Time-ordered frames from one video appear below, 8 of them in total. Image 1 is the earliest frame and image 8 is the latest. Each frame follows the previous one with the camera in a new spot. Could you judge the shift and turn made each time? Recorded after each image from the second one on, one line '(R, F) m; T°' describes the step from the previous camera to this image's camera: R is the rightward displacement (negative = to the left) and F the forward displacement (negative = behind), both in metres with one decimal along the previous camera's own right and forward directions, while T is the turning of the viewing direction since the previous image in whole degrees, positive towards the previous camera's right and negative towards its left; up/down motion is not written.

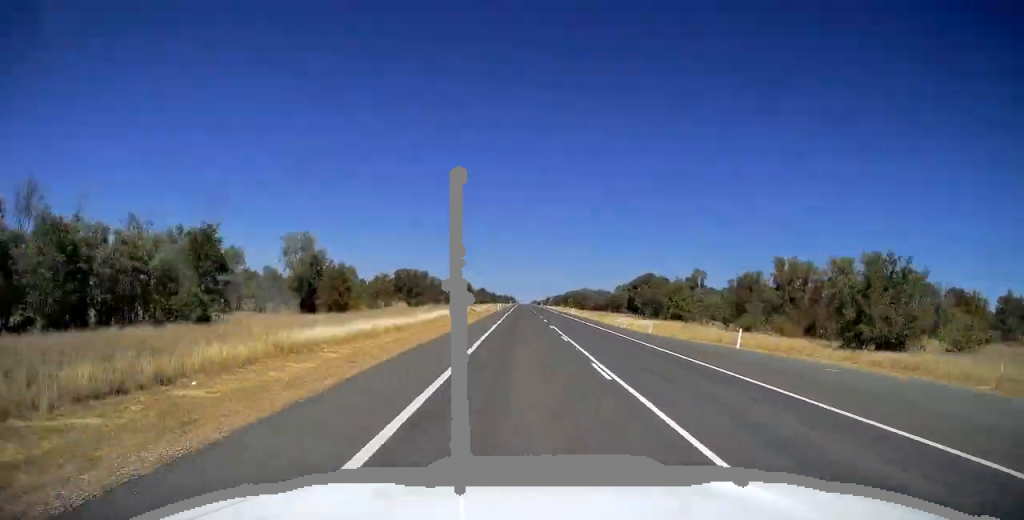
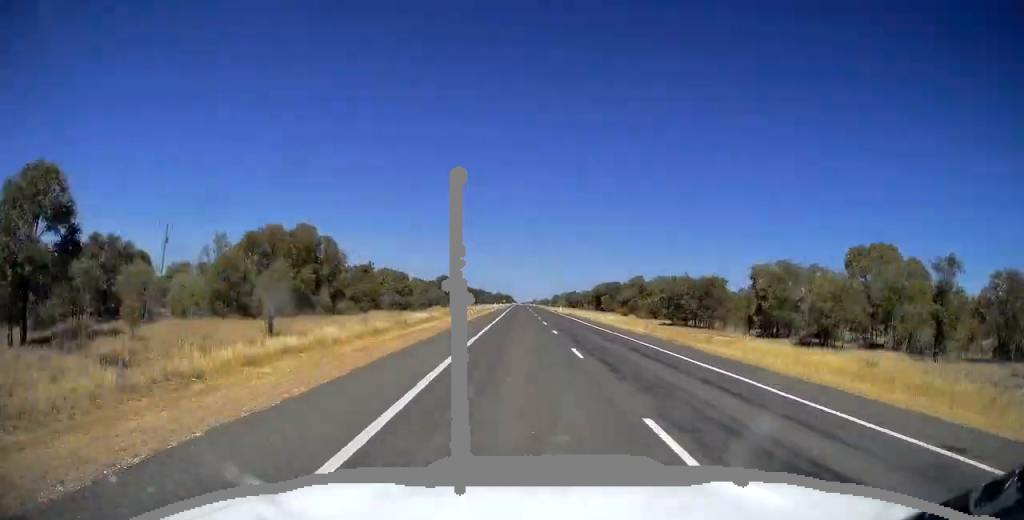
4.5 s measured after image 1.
(+1.1, +125.7) m; +1°
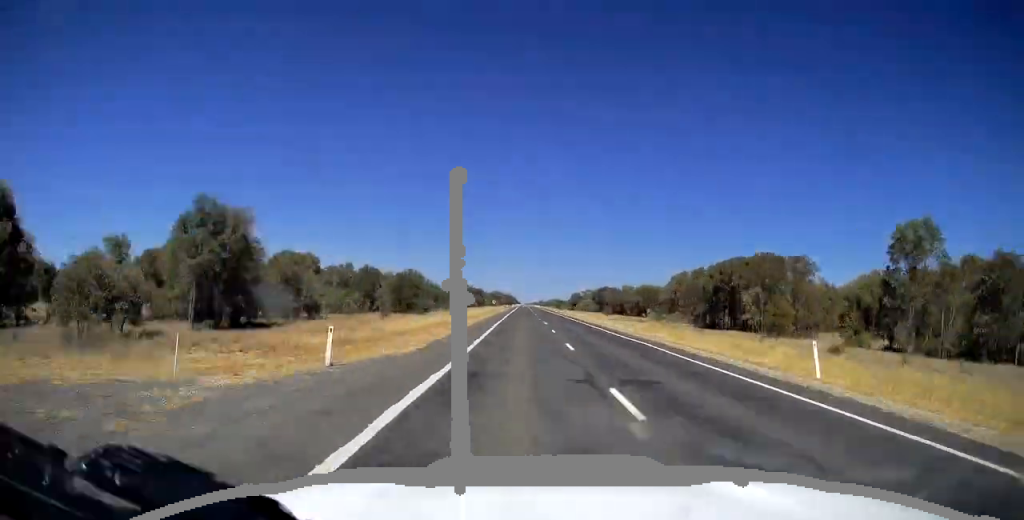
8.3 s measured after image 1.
(0.0, +107.6) m; 0°
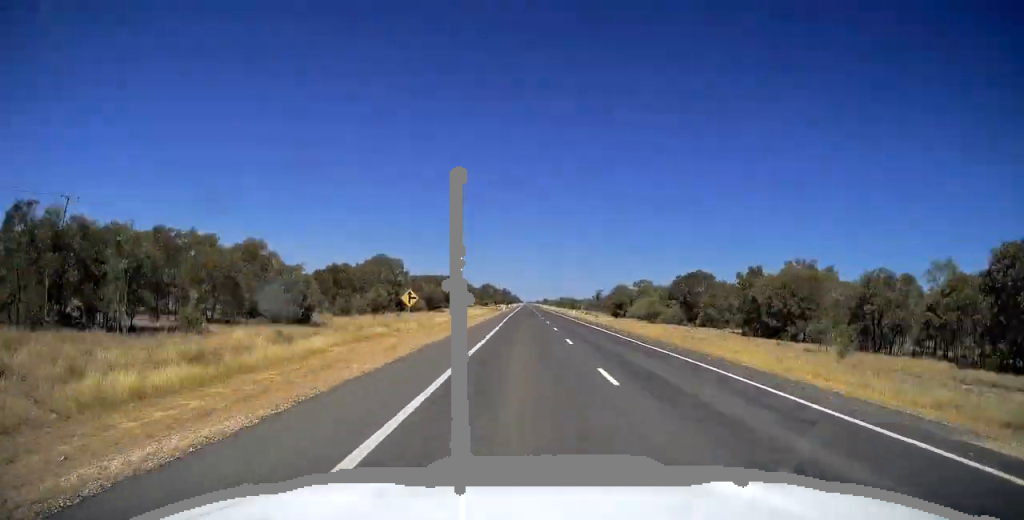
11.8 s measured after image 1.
(0.0, +98.7) m; 0°
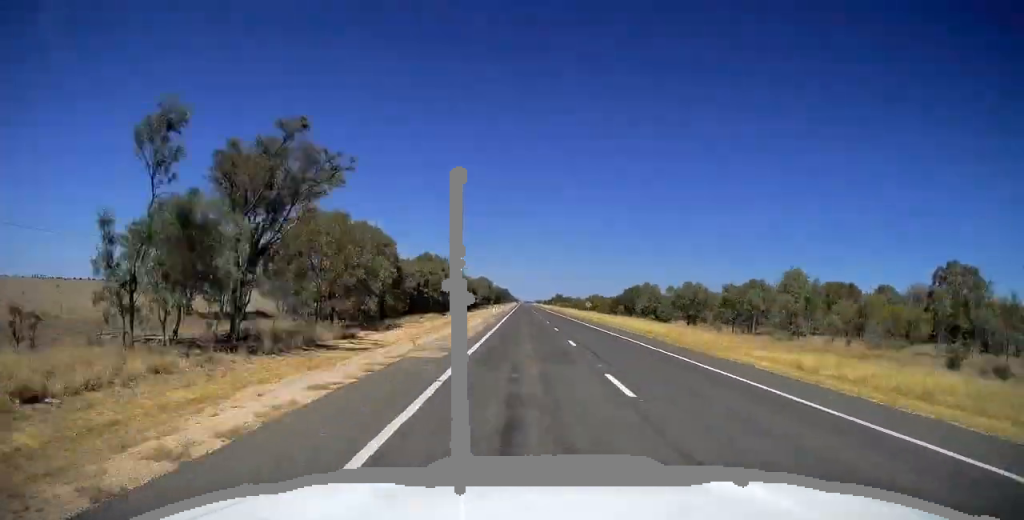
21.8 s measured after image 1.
(-0.2, +277.8) m; 0°
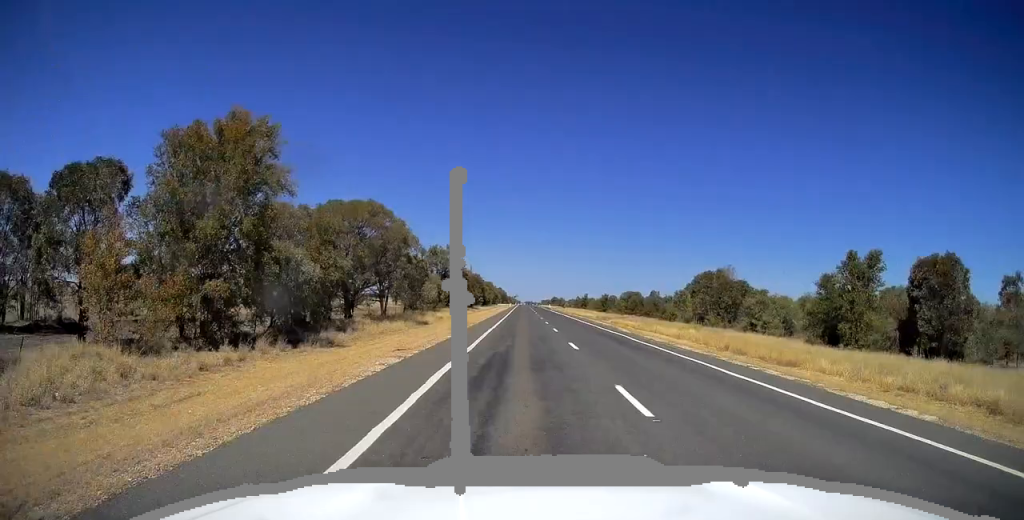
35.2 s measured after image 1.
(-0.2, +376.0) m; 0°
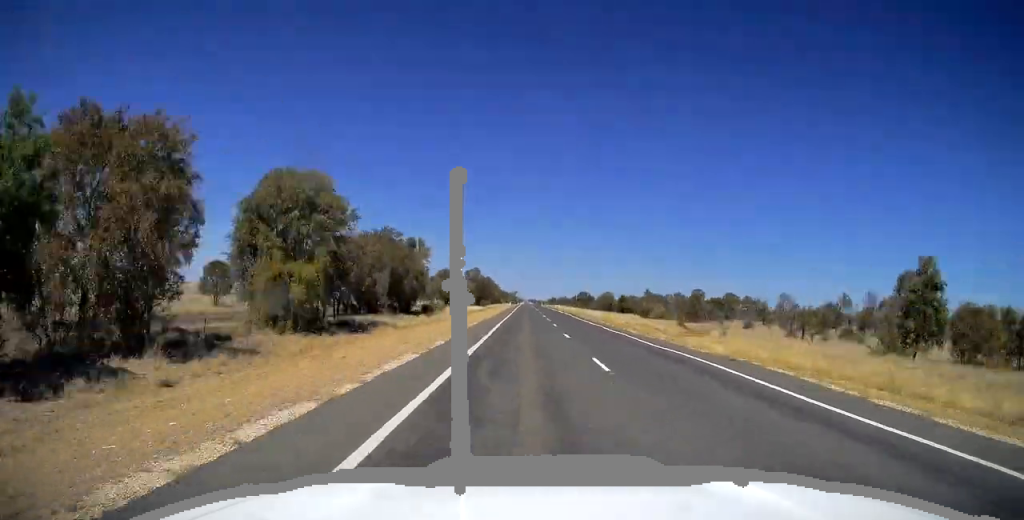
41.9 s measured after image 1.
(-0.1, +188.1) m; 0°
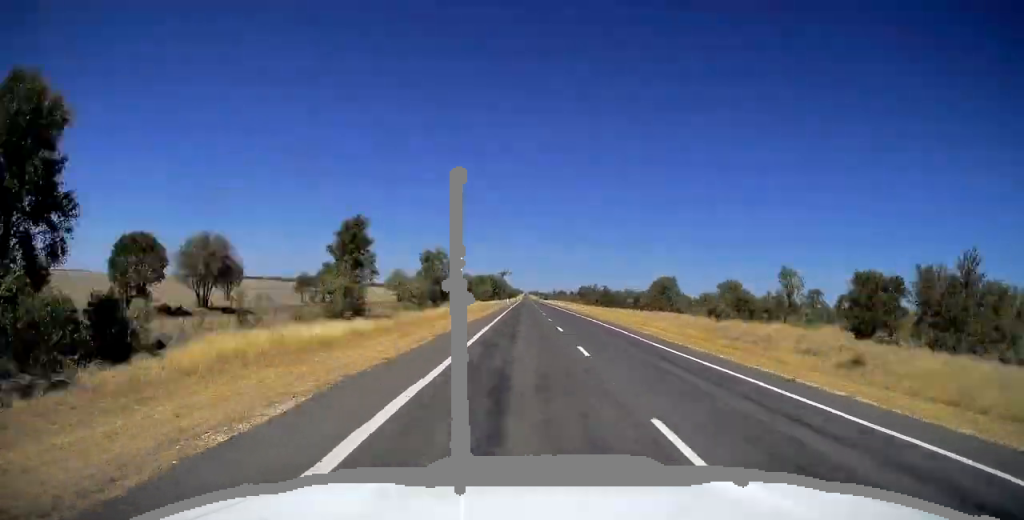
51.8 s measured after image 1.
(-0.1, +277.8) m; 0°
